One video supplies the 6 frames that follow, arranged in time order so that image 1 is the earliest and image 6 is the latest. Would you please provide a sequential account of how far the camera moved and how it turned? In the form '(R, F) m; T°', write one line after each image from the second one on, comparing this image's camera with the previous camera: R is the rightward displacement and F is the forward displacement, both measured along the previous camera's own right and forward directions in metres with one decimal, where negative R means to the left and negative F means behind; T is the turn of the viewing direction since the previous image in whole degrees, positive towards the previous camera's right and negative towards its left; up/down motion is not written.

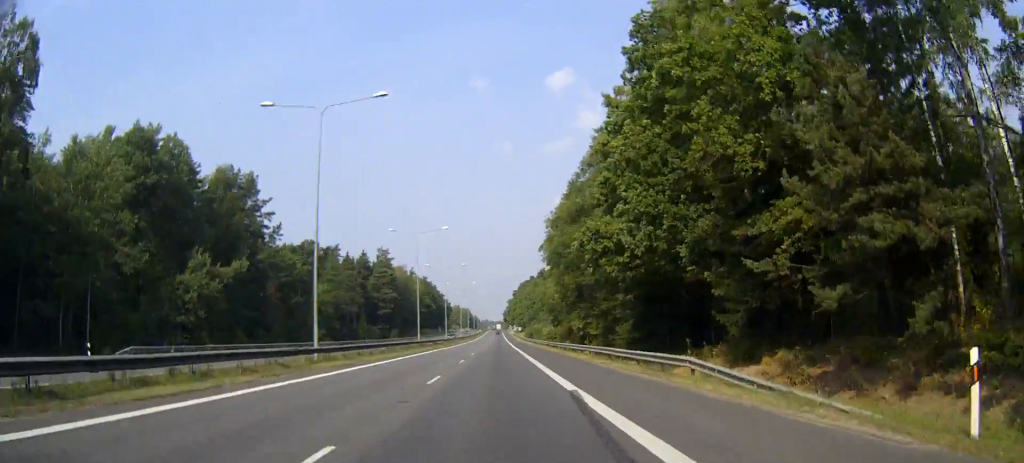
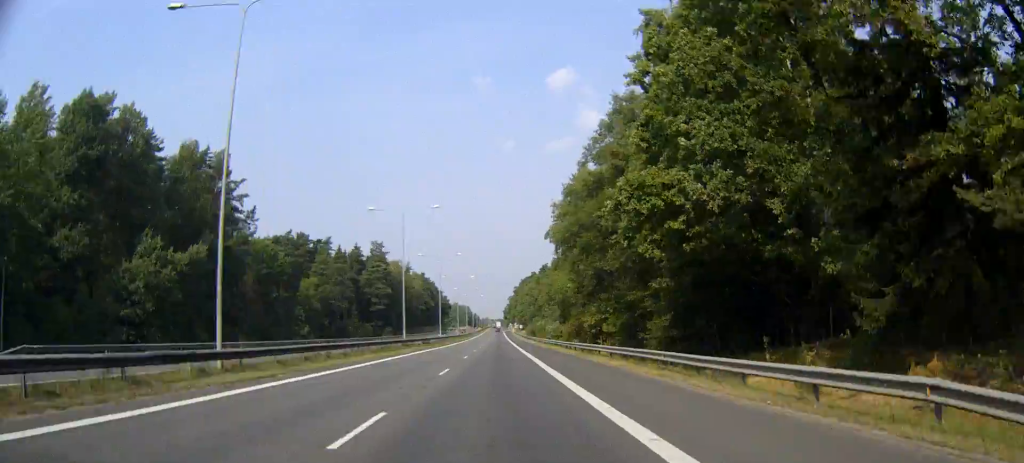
(0.0, +12.1) m; 0°
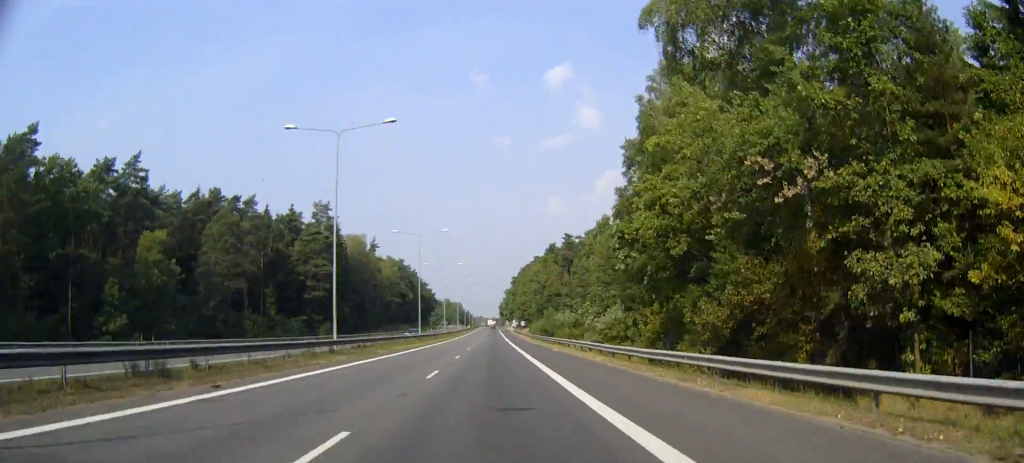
(+0.2, +66.2) m; 0°
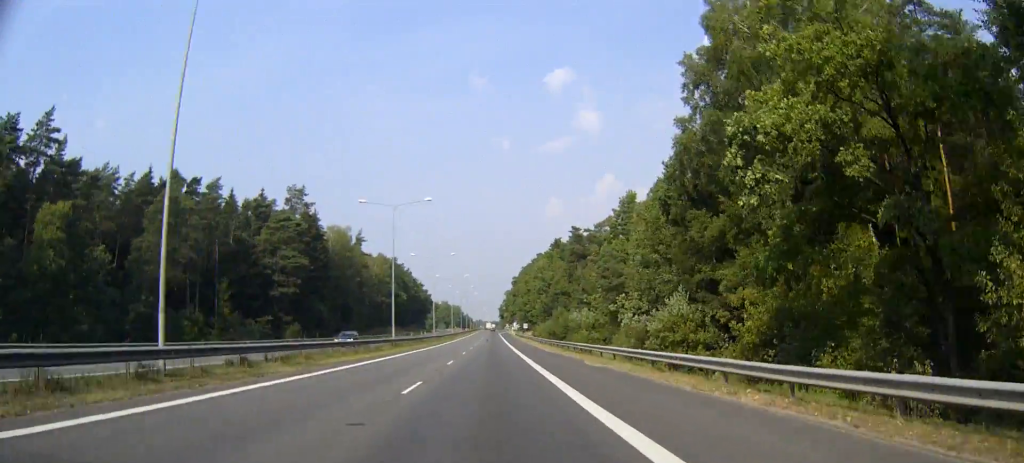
(0.0, +20.9) m; 0°
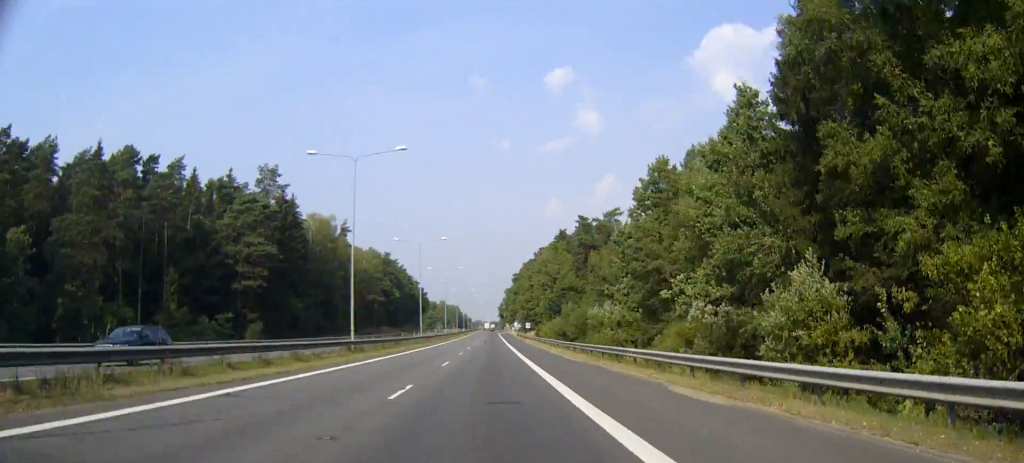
(0.0, +17.3) m; 0°
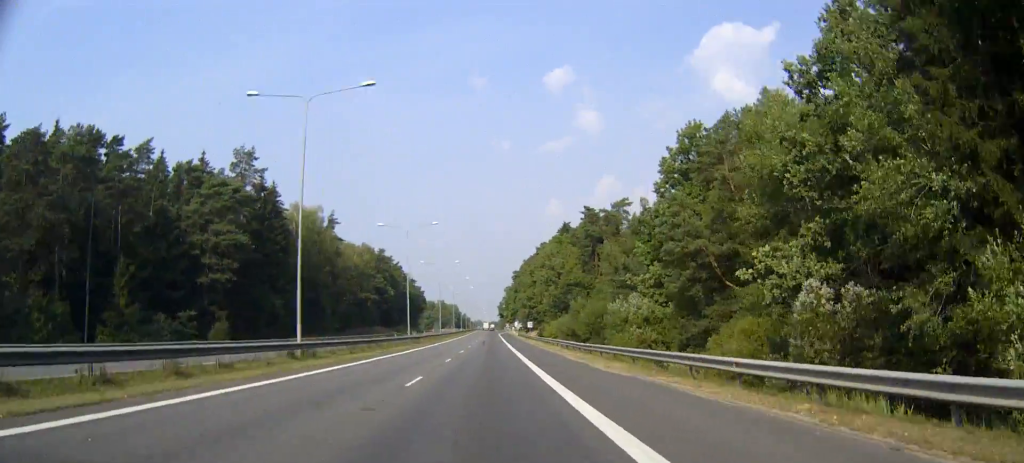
(0.0, +12.1) m; 0°
